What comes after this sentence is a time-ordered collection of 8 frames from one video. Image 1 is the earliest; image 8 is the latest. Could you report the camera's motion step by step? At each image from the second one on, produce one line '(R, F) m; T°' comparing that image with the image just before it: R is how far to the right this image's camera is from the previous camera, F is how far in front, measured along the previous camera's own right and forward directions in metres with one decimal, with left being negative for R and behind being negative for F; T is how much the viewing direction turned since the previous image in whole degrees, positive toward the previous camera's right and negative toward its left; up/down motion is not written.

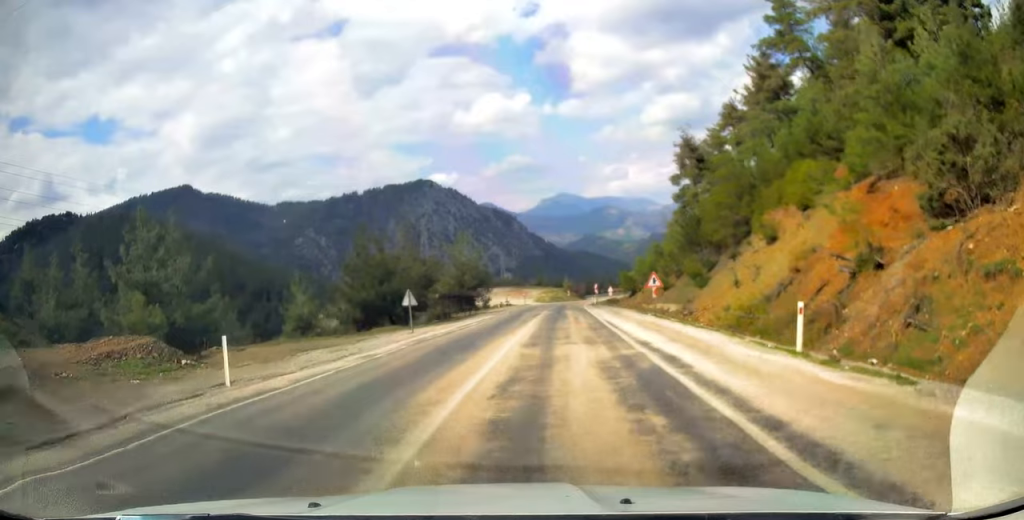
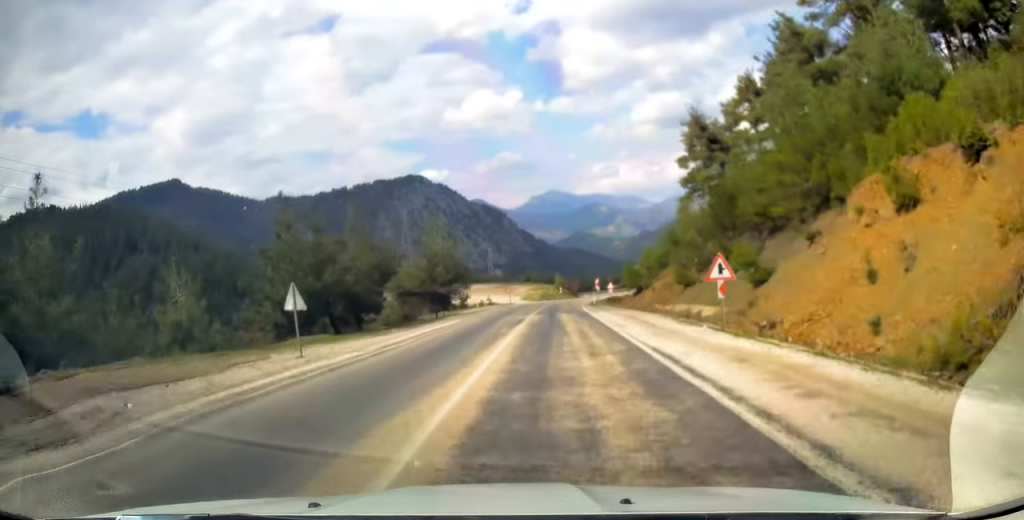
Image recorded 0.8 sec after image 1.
(0.0, +12.9) m; 0°
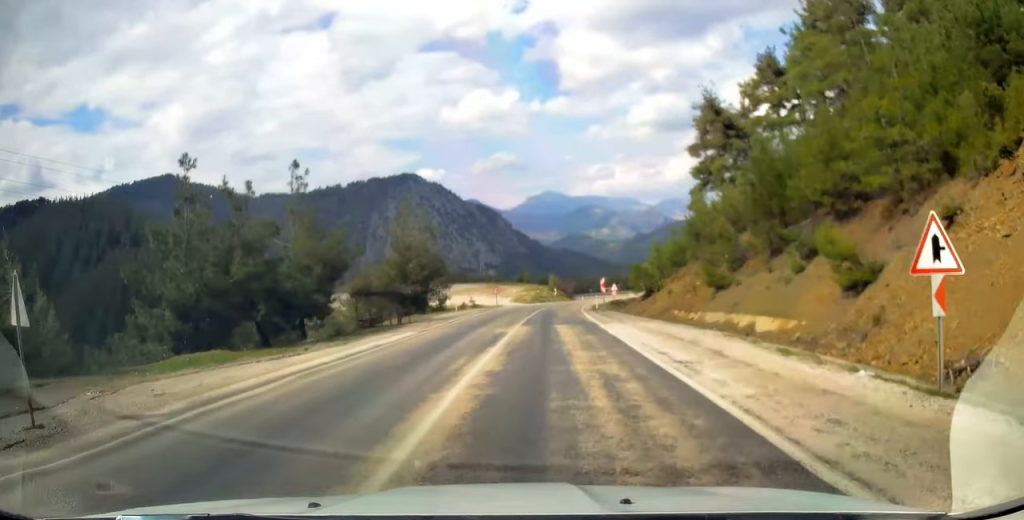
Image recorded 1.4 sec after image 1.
(0.0, +10.2) m; +1°
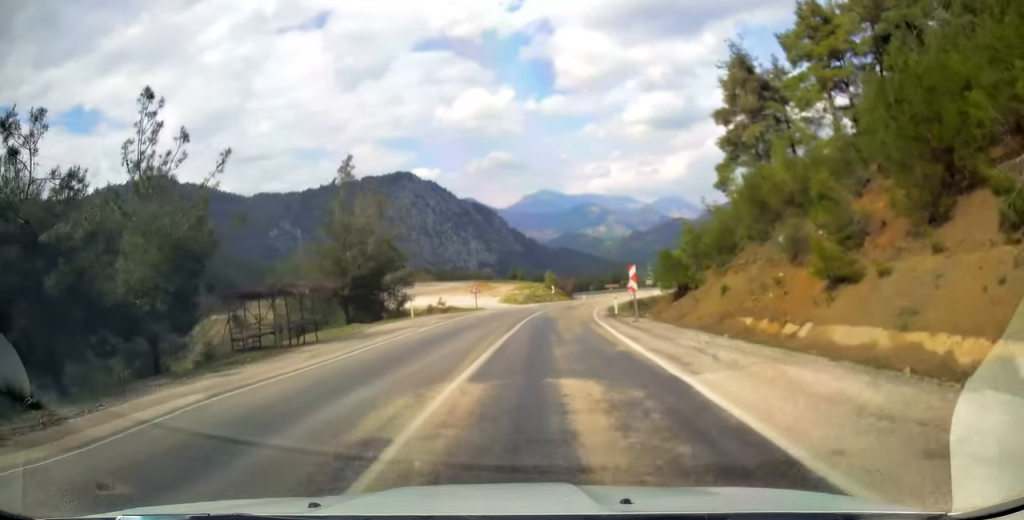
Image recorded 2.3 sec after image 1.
(+0.3, +15.4) m; +2°
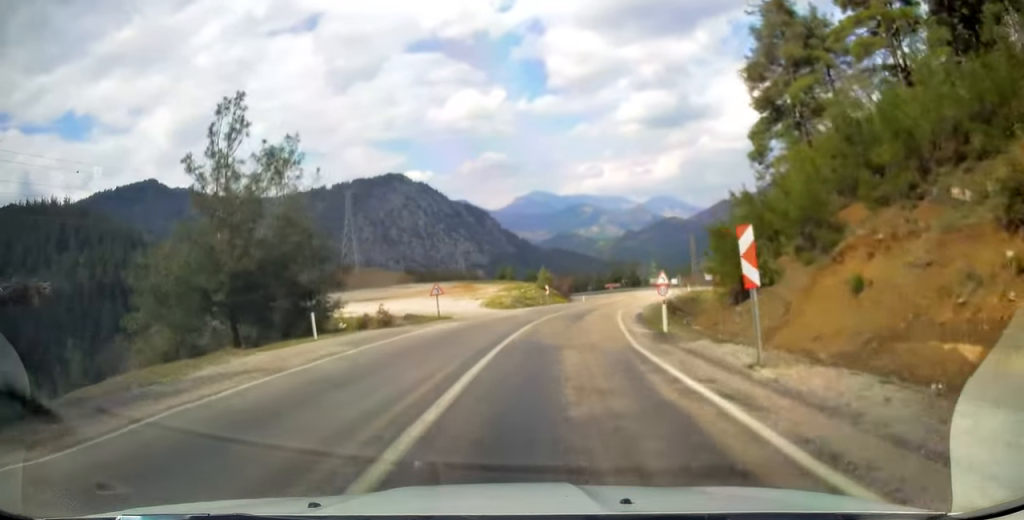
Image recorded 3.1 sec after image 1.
(+0.2, +14.4) m; +2°
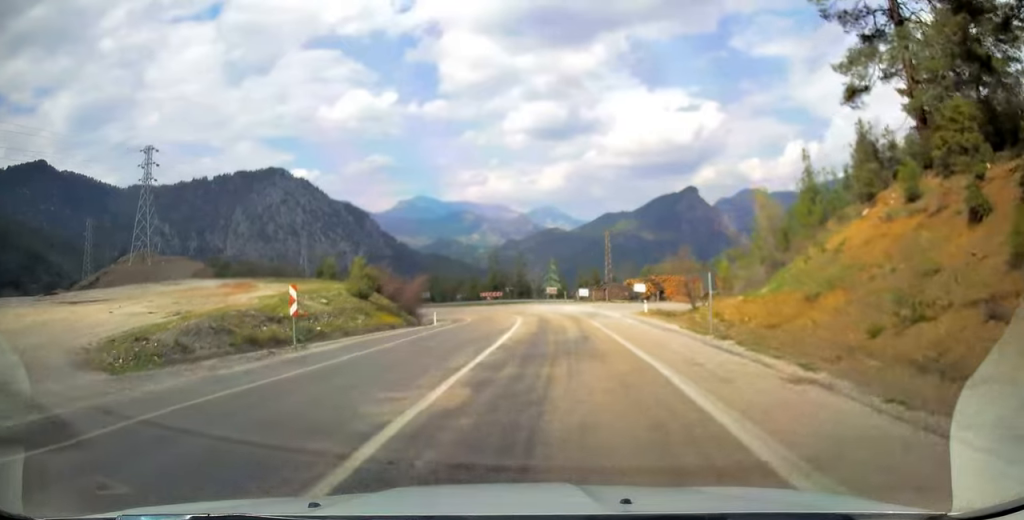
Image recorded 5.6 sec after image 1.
(+3.0, +41.8) m; +9°
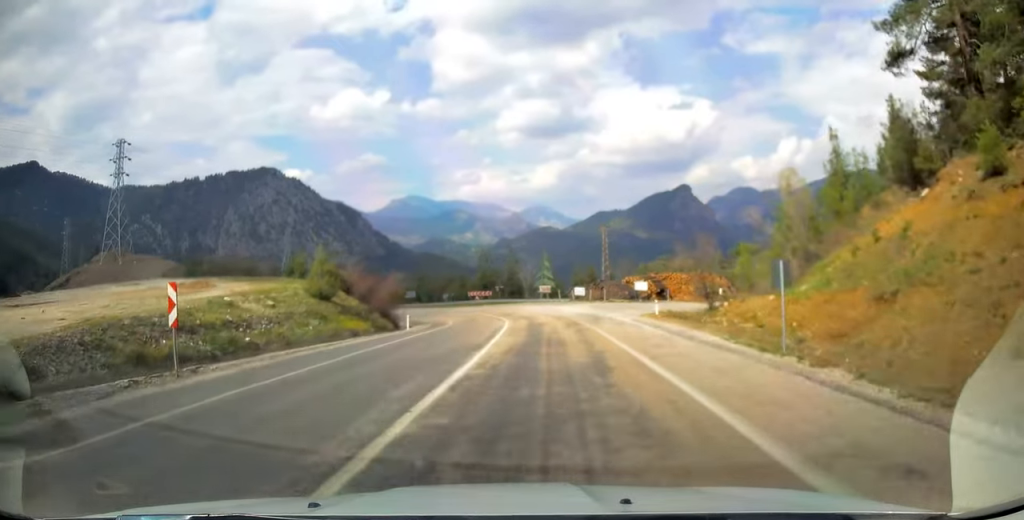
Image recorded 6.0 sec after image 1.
(+0.2, +6.6) m; +1°
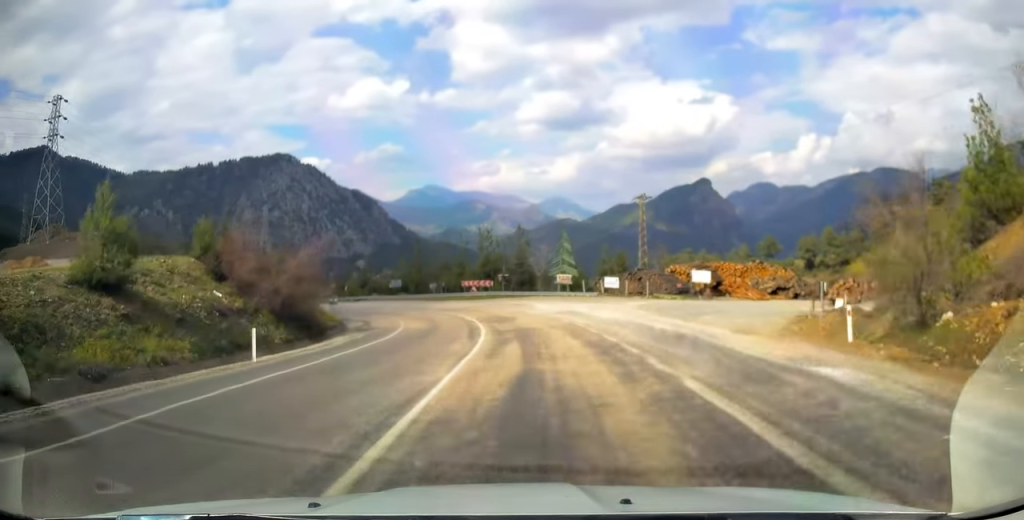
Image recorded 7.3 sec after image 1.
(+0.3, +21.8) m; -1°
